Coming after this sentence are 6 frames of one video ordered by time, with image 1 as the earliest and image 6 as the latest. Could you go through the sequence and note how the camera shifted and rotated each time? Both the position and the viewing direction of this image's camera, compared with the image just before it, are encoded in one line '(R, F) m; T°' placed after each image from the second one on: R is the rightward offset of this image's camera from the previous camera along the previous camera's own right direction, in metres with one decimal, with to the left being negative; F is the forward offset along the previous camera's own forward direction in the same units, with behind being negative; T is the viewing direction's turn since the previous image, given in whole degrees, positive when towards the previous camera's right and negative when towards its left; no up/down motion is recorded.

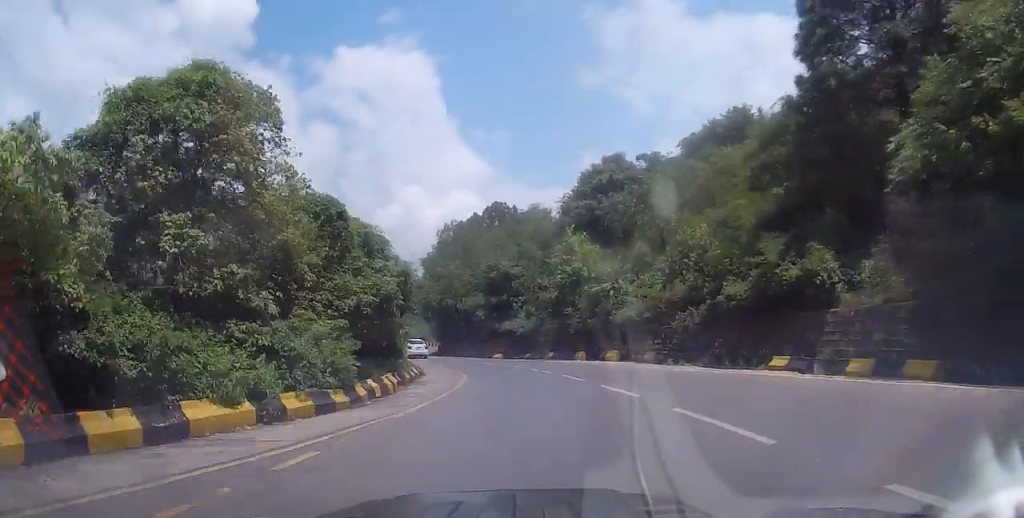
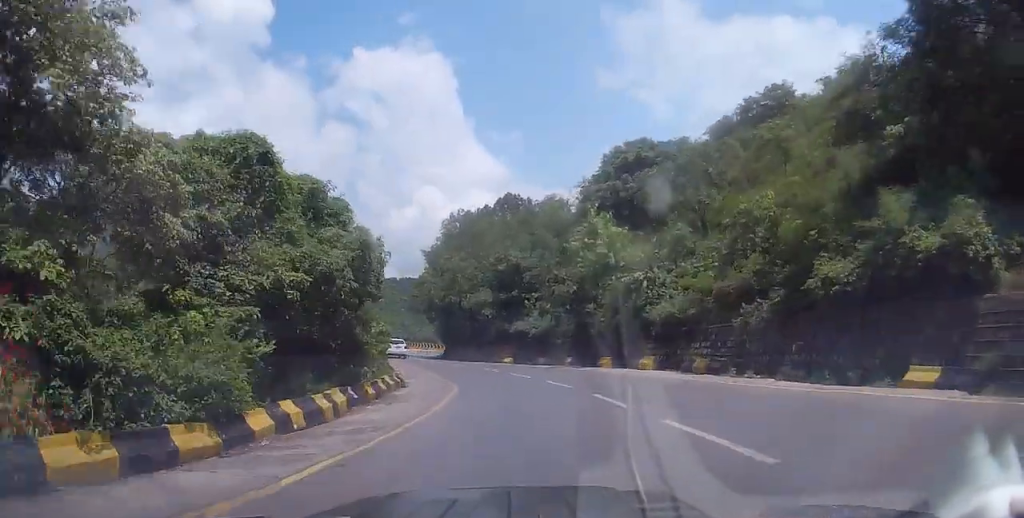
(-0.1, +7.0) m; +3°
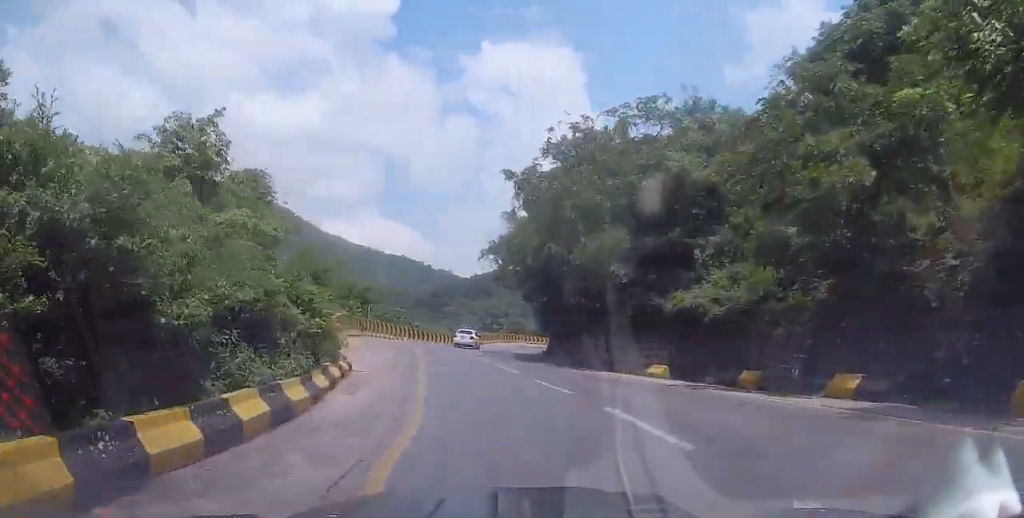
(-2.1, +22.4) m; -20°
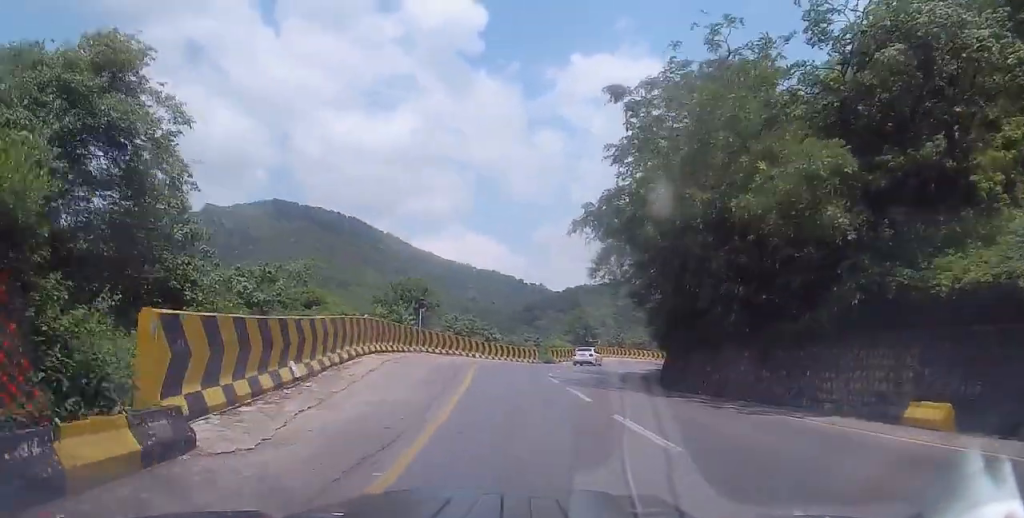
(-1.3, +11.3) m; -6°
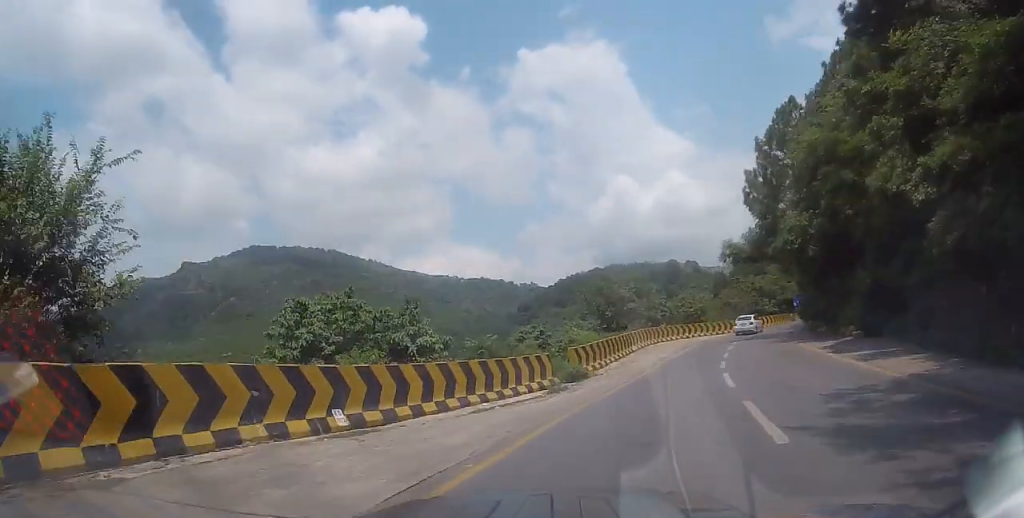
(+1.3, +30.7) m; +8°
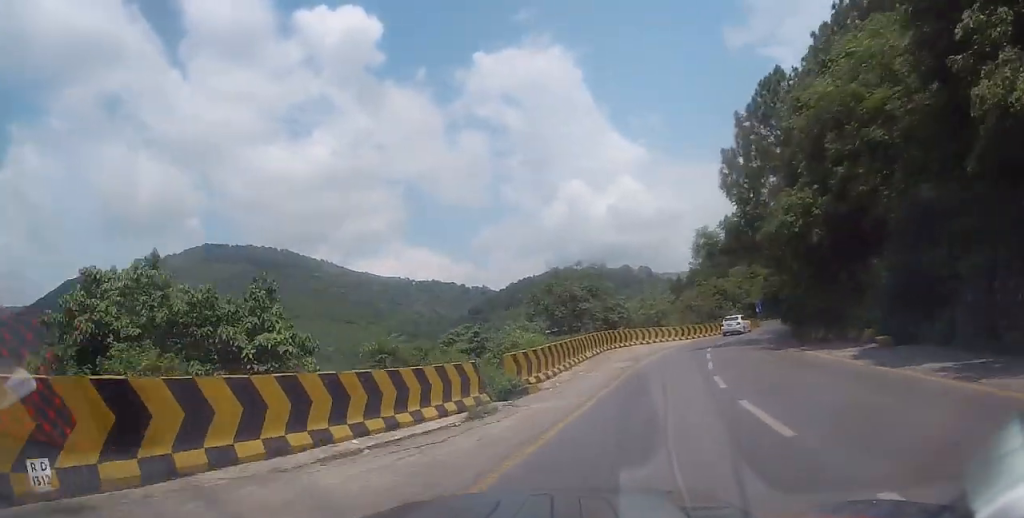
(+0.1, +6.3) m; +2°
